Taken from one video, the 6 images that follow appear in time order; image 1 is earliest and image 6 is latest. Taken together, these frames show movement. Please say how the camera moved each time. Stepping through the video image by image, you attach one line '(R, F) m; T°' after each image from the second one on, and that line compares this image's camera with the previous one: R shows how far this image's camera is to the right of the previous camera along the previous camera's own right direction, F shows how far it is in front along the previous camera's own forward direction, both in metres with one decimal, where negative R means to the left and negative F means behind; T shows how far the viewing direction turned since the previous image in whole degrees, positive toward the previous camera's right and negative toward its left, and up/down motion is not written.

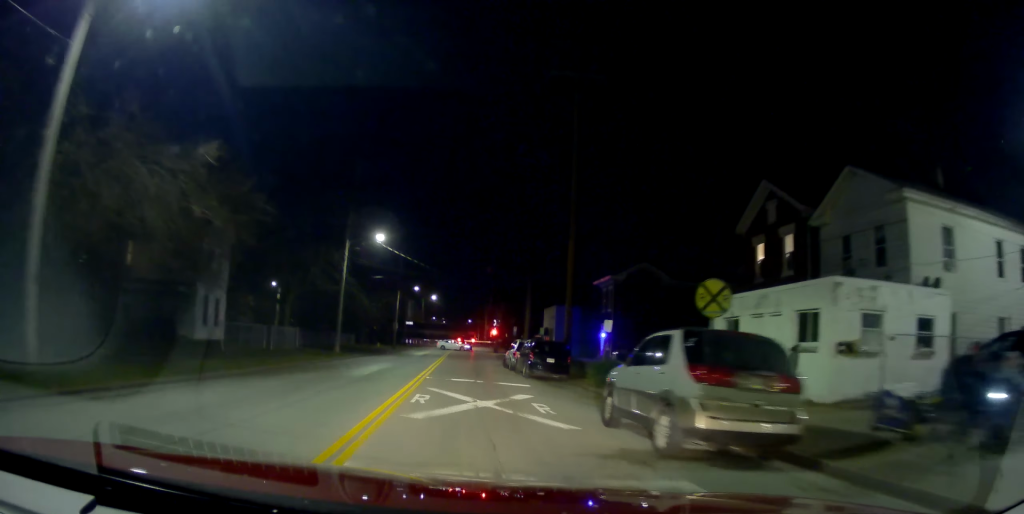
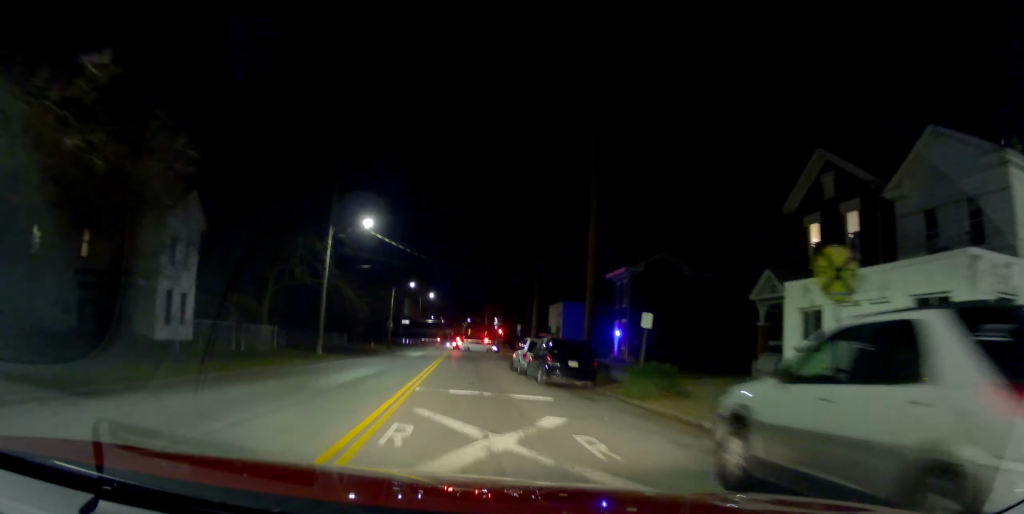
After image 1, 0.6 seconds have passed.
(-0.1, +5.1) m; -2°
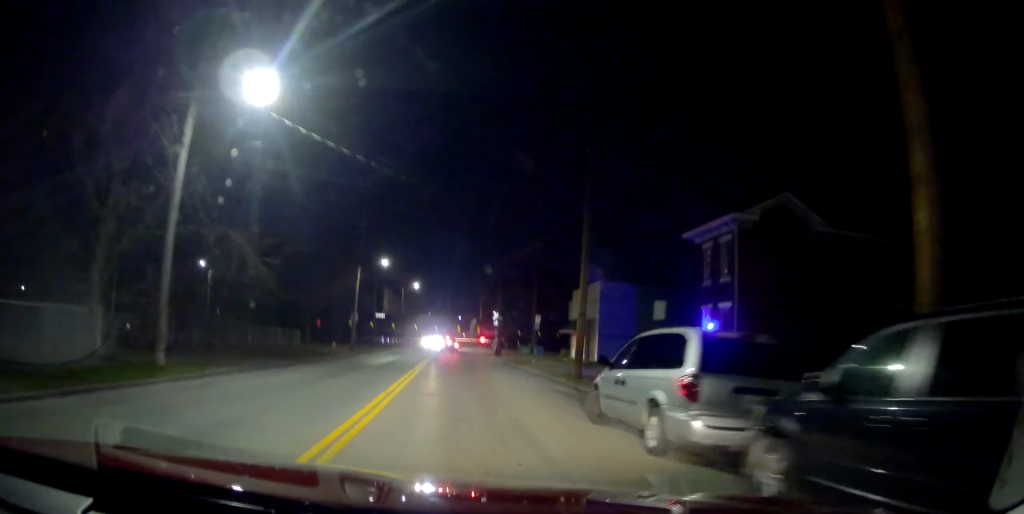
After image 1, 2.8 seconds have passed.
(-0.1, +19.6) m; -3°
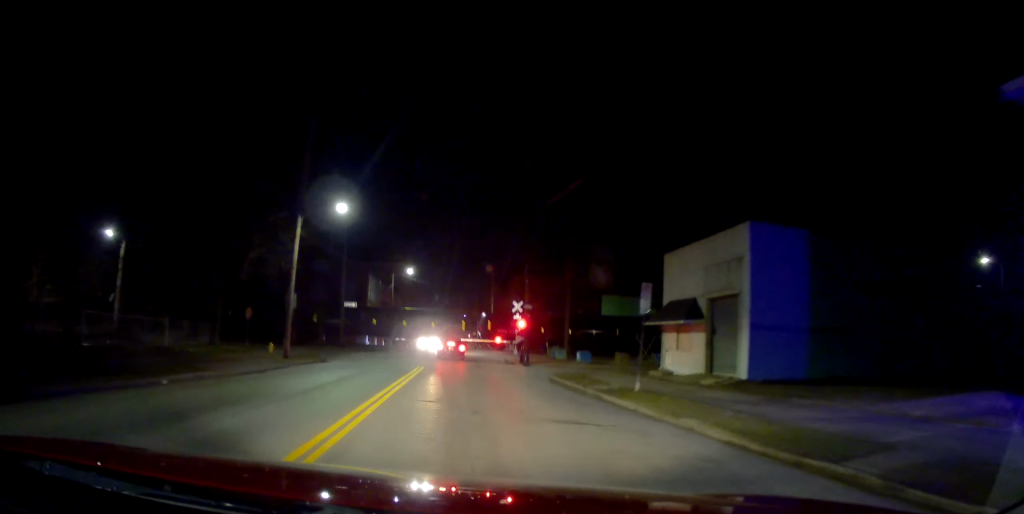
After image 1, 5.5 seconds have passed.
(-0.1, +20.7) m; -1°
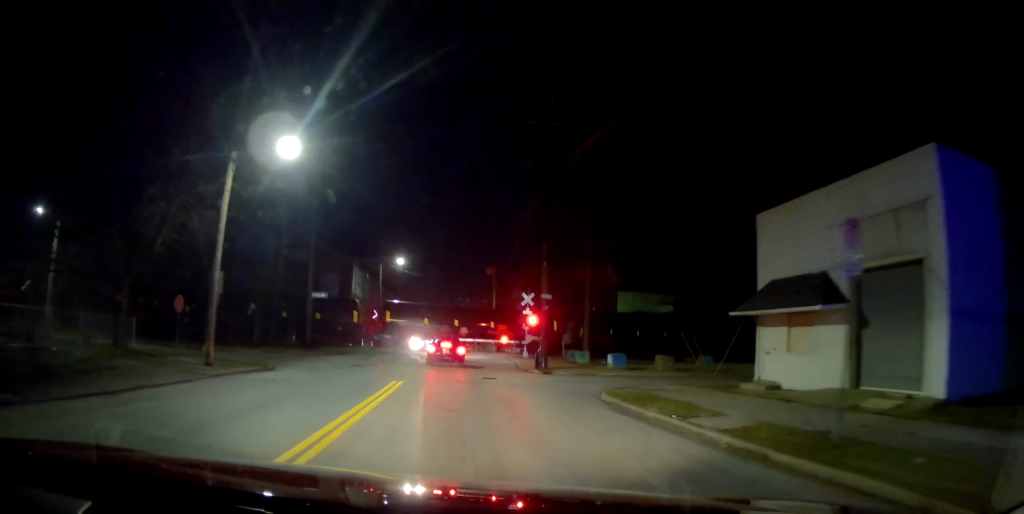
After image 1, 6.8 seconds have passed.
(-0.1, +9.0) m; +1°
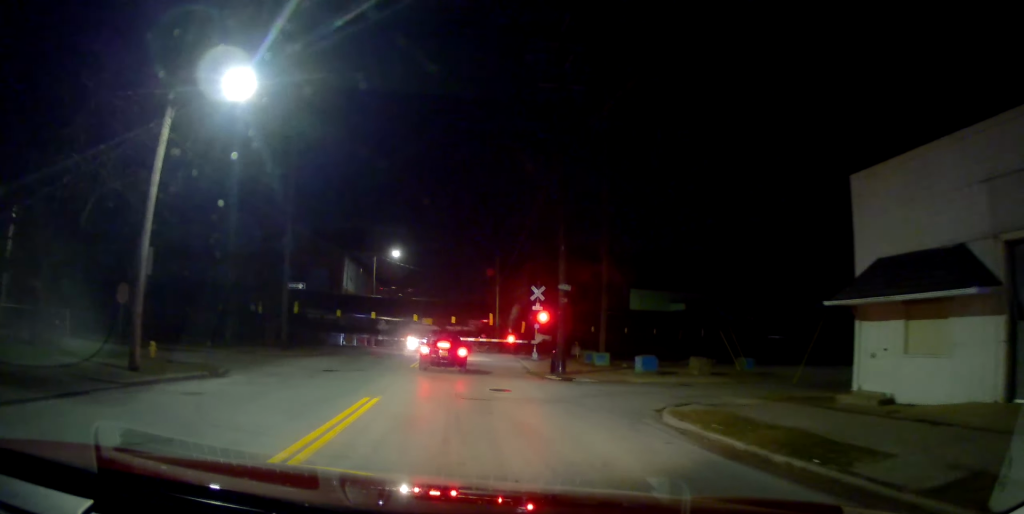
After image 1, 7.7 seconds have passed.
(+0.1, +5.2) m; +3°
